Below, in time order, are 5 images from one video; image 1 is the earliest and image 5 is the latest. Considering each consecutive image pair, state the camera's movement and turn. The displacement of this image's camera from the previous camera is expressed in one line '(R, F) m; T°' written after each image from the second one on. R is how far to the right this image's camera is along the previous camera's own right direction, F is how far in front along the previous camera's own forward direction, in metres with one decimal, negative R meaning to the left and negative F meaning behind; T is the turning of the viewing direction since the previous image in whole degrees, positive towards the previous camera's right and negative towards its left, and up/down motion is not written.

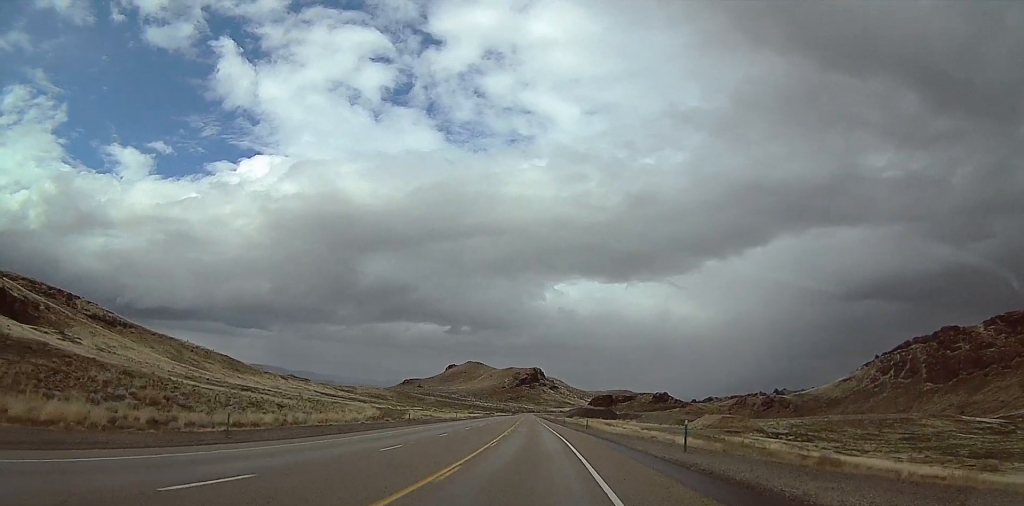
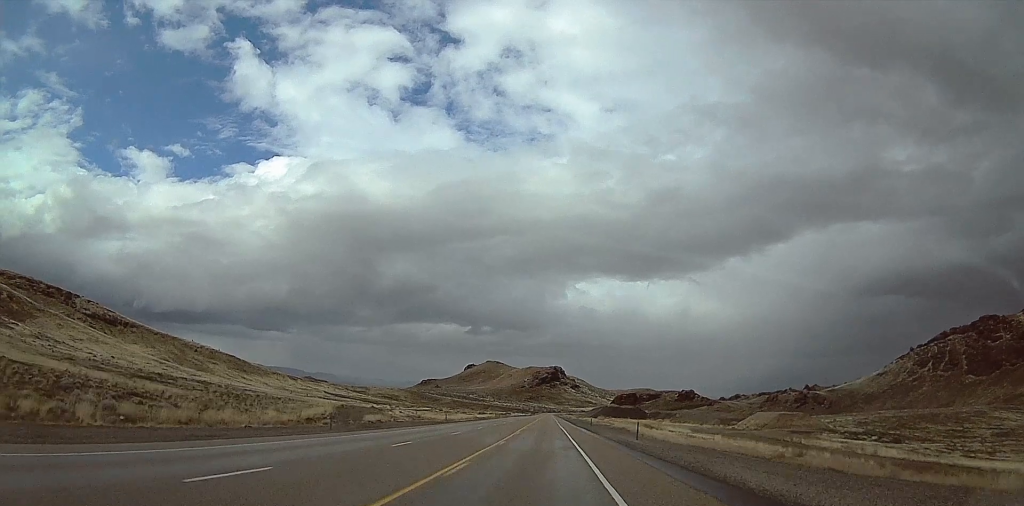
(+0.7, +29.4) m; +2°
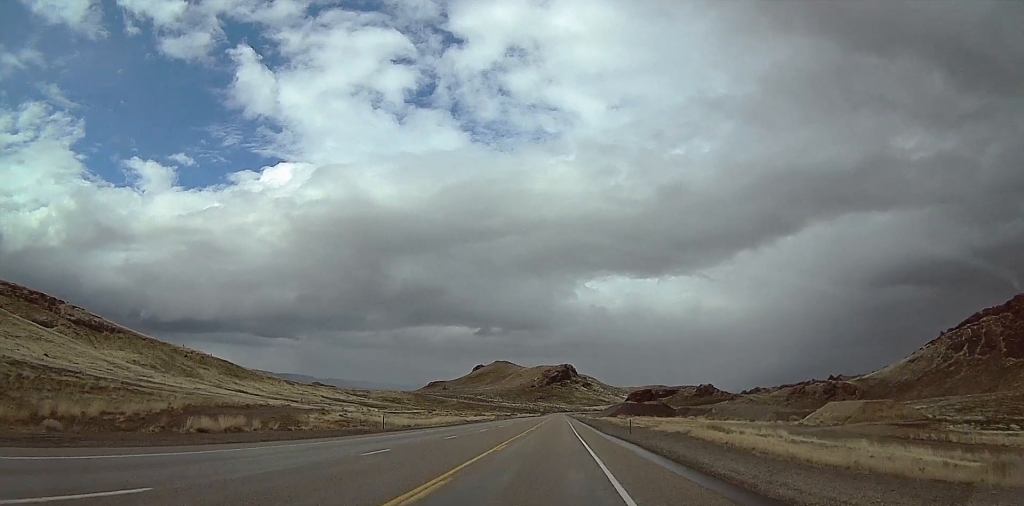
(-0.9, +35.6) m; -3°
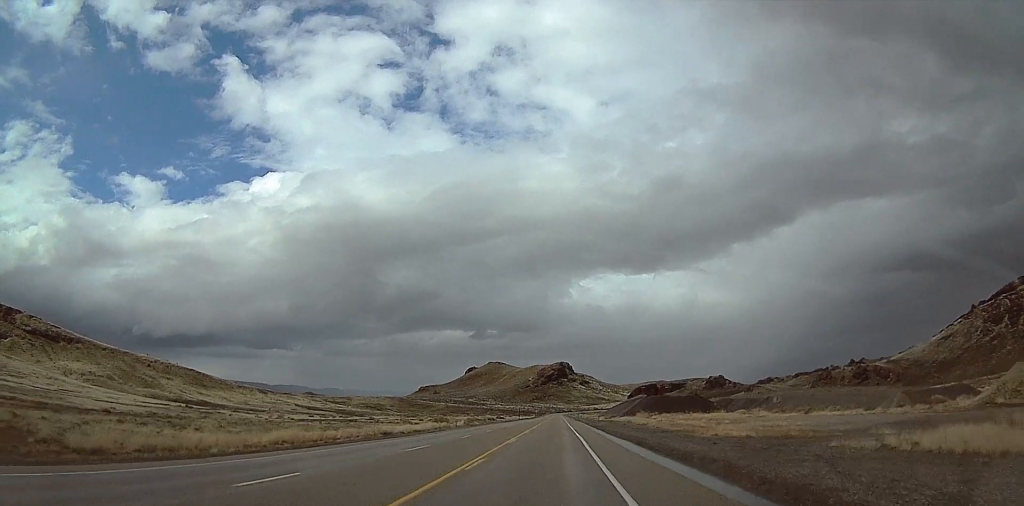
(-1.1, +54.4) m; -1°
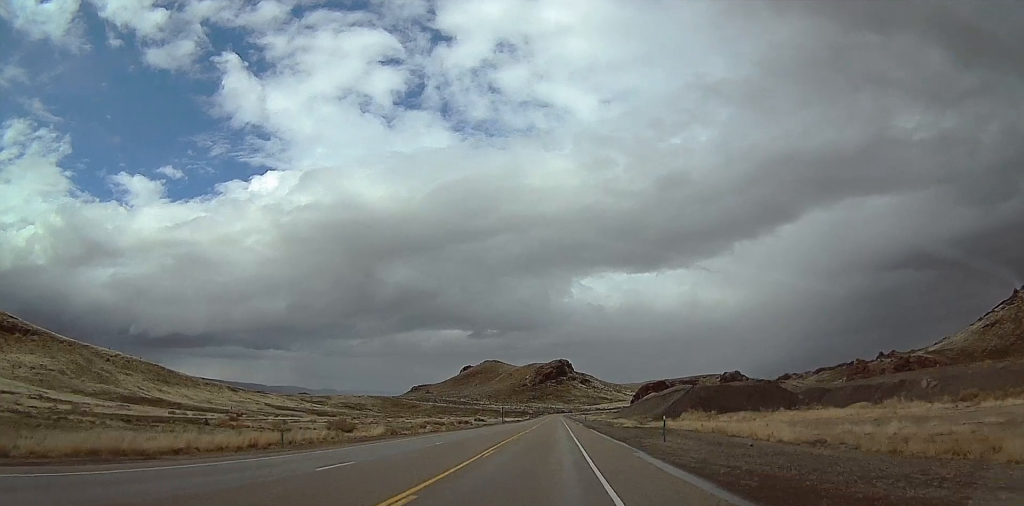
(+0.3, +55.0) m; 0°
